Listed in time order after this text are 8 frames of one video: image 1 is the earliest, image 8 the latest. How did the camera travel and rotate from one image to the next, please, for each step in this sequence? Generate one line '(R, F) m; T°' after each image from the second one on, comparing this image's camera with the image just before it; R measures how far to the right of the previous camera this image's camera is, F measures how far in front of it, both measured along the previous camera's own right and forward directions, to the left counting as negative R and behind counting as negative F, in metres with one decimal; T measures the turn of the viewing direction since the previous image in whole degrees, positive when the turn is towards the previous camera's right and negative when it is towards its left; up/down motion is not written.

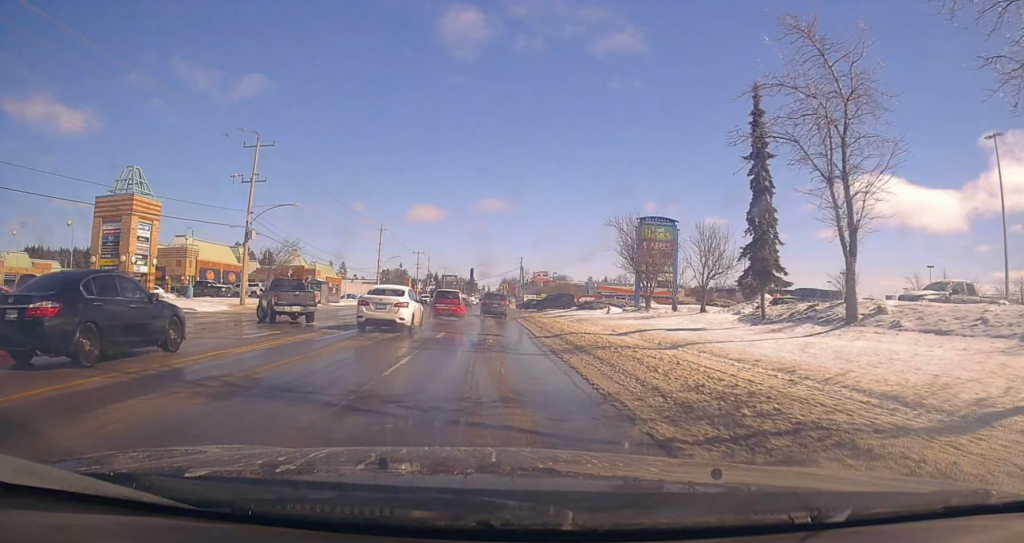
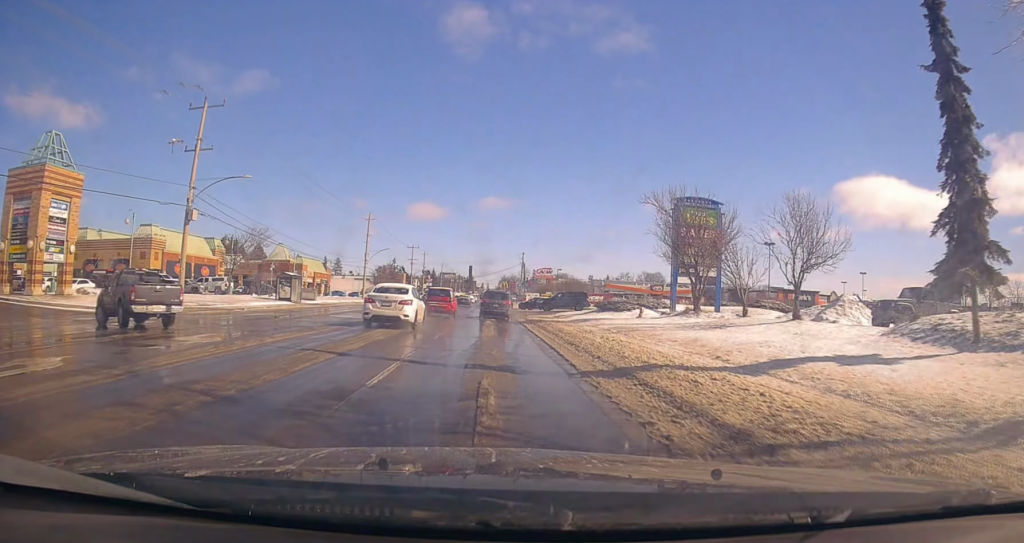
(-0.2, +10.1) m; -2°
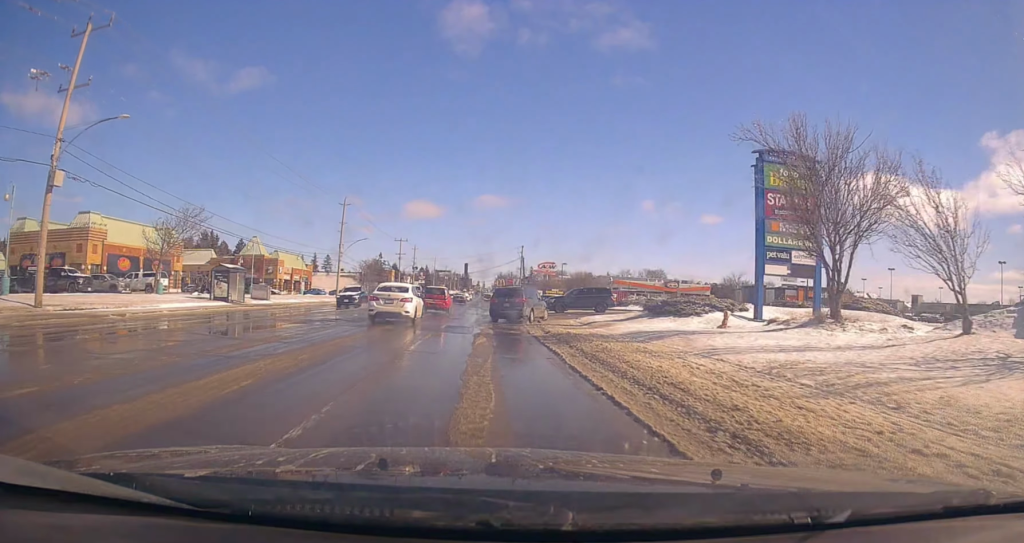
(-0.4, +14.0) m; -1°
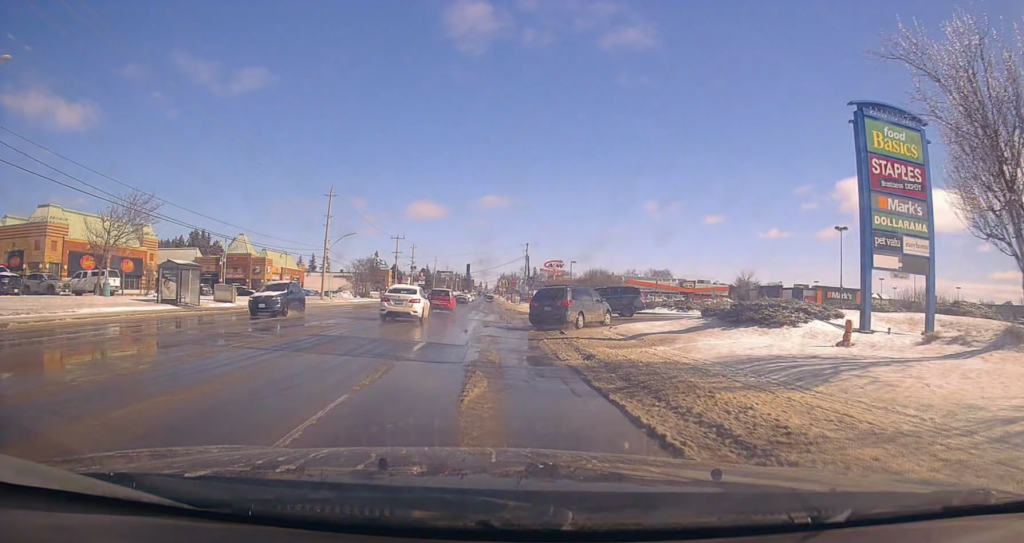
(+0.2, +8.4) m; +1°
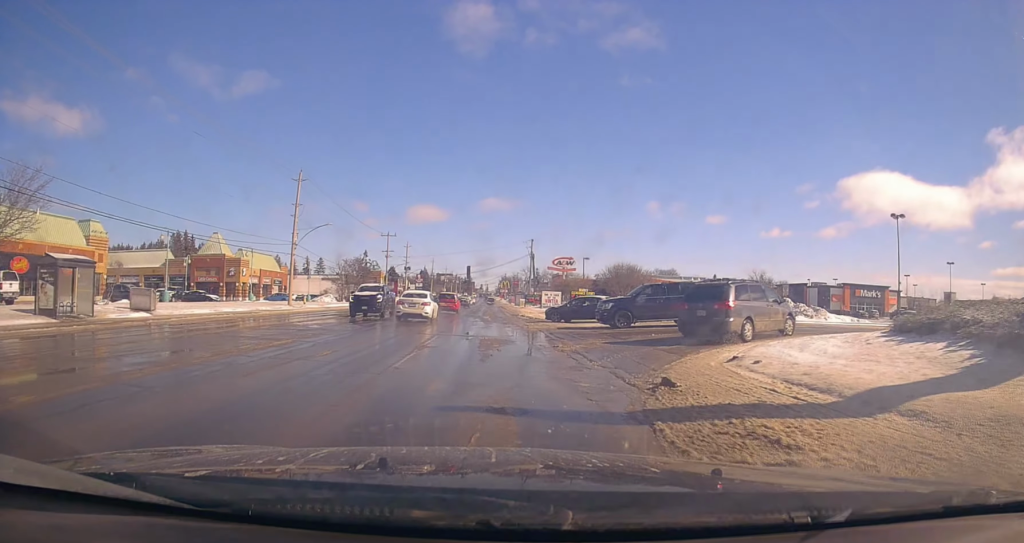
(+0.1, +12.3) m; 0°
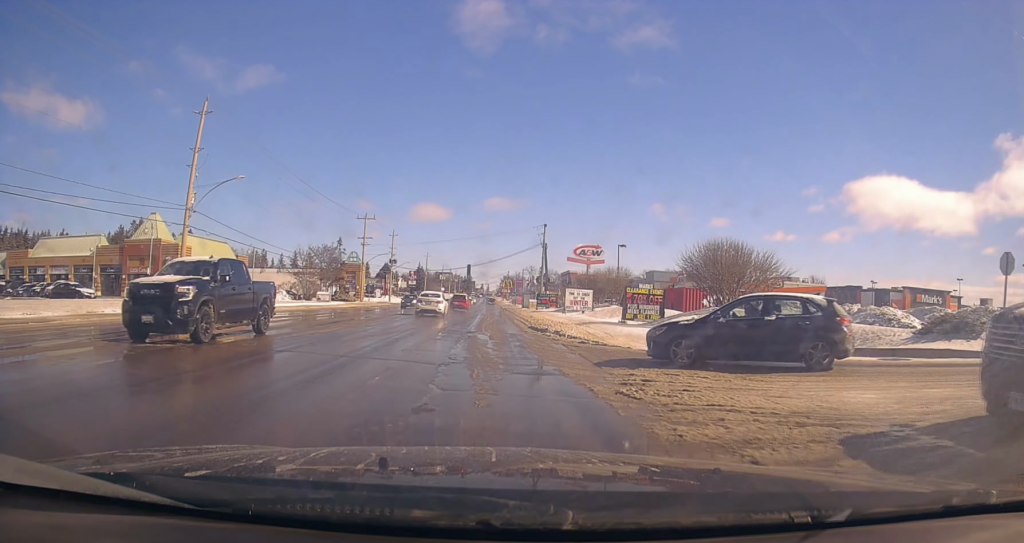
(+0.4, +22.2) m; 0°
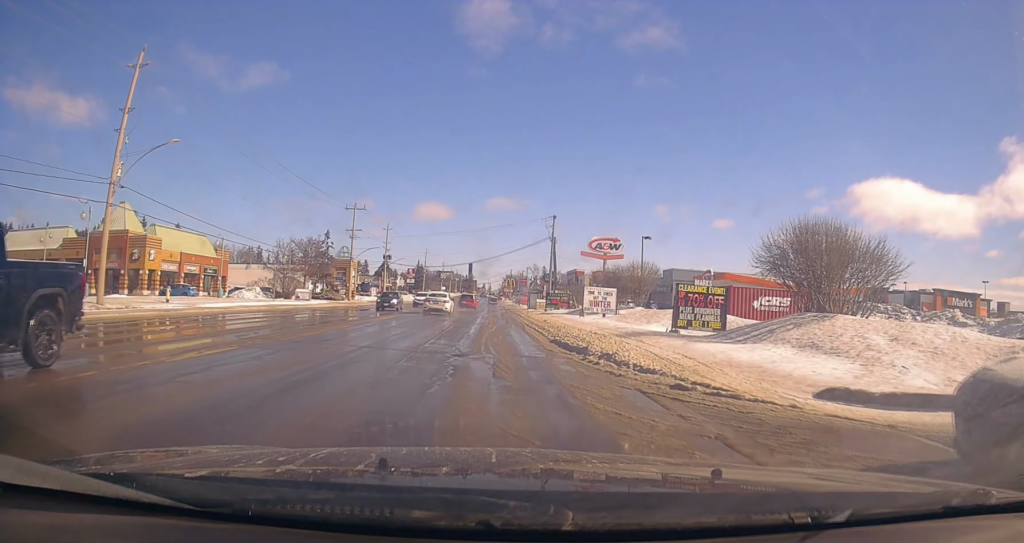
(-0.2, +8.9) m; -1°
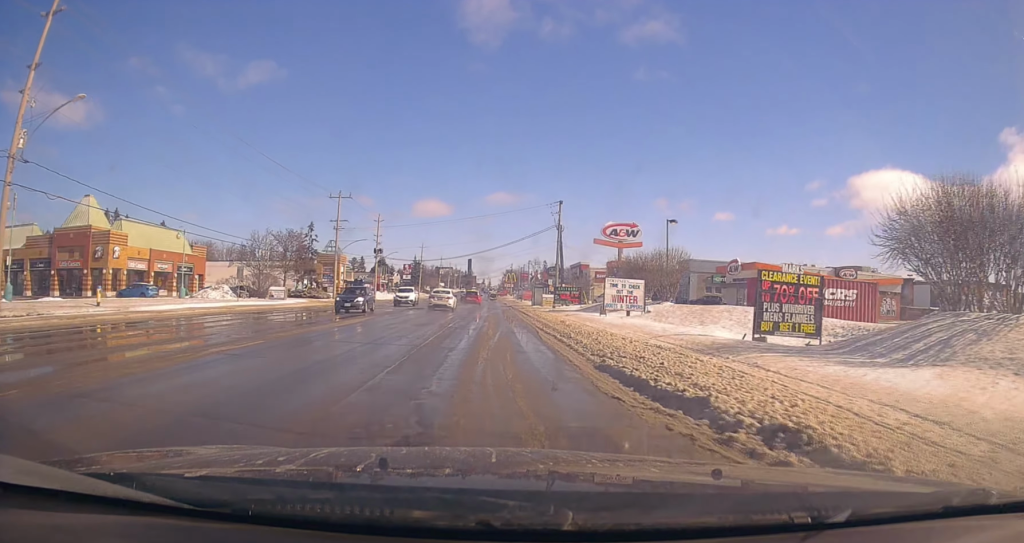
(-0.4, +7.8) m; 0°
